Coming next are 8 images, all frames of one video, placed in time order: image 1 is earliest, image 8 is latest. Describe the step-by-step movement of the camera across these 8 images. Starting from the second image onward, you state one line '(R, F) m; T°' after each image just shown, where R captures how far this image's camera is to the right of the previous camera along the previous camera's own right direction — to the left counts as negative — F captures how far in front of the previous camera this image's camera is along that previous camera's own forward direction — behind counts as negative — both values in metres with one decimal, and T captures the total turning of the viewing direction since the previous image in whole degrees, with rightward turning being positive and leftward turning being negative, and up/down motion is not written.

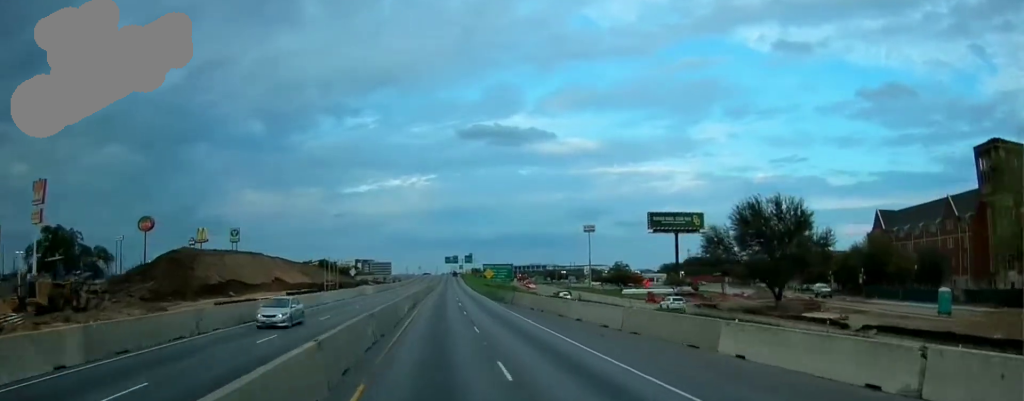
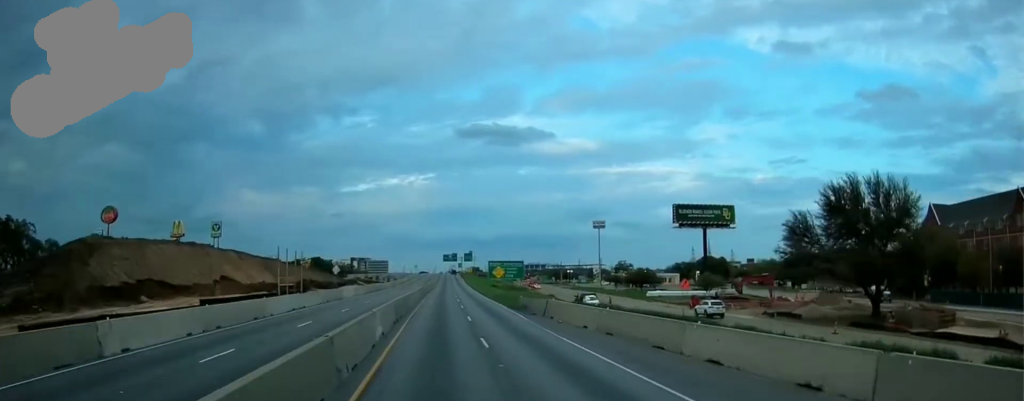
(+0.1, +16.6) m; 0°
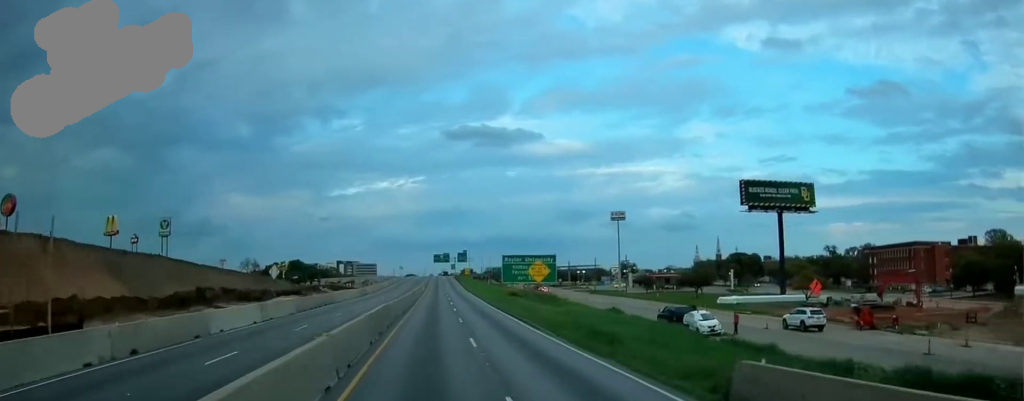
(+0.1, +35.0) m; +1°
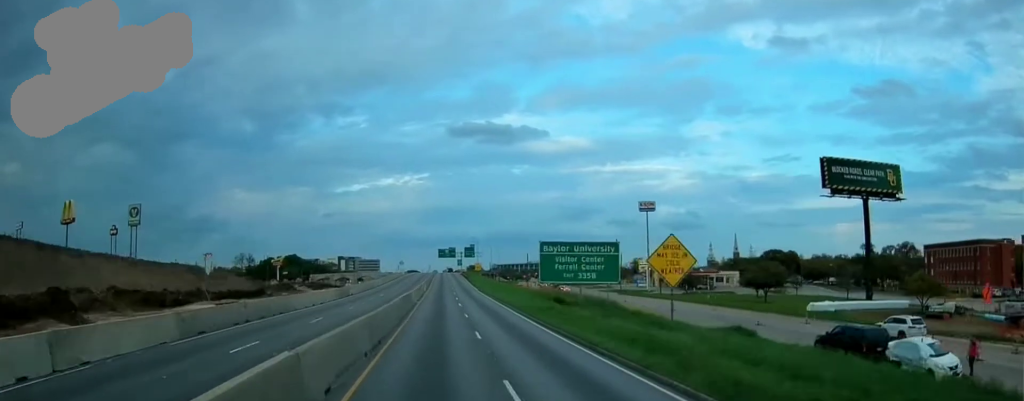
(+0.4, +23.0) m; 0°
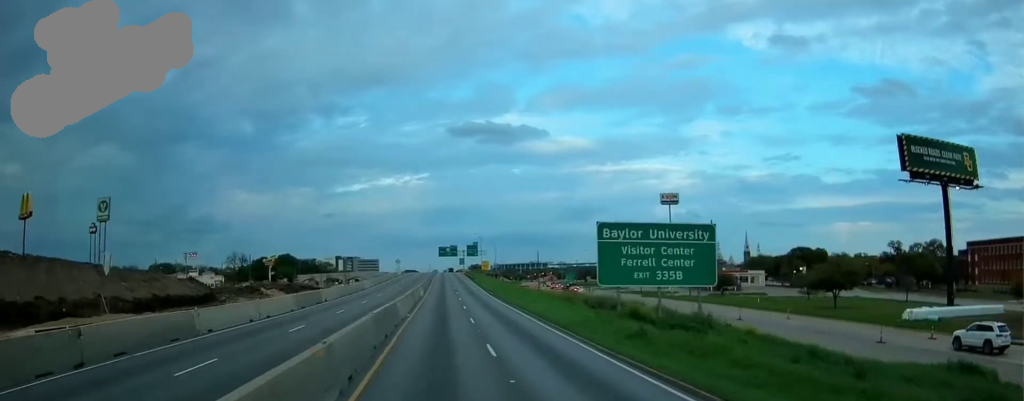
(+0.3, +16.6) m; -1°
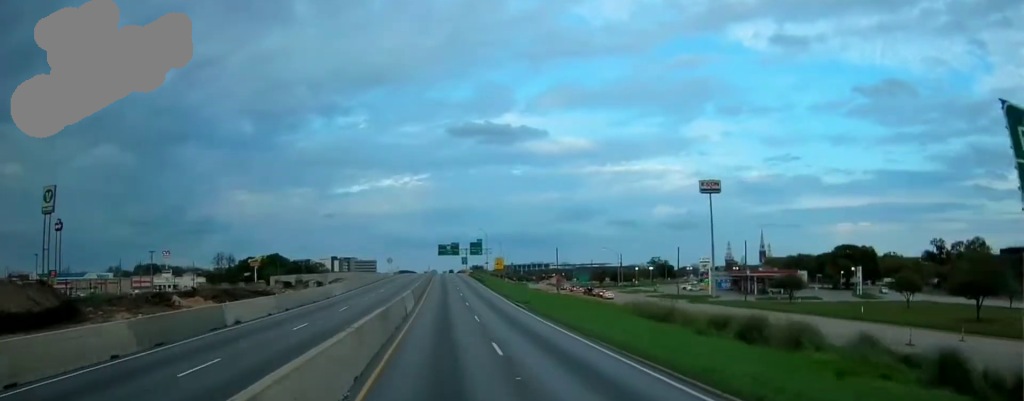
(-1.0, +23.1) m; -1°
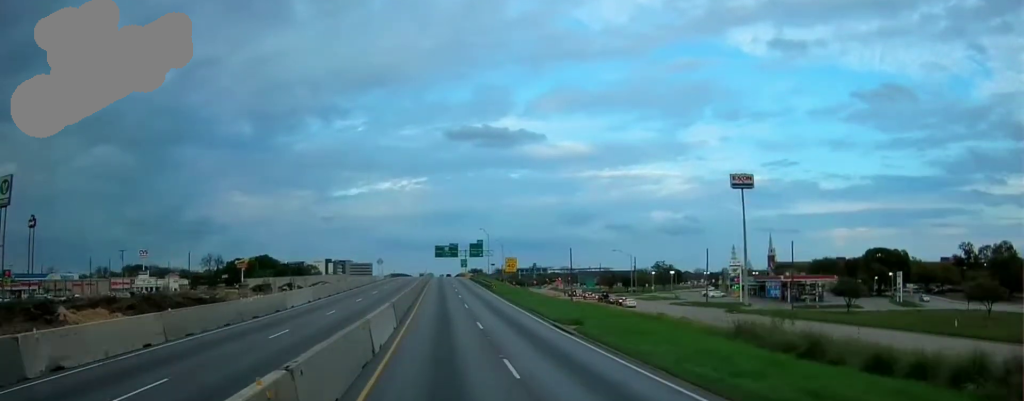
(+0.2, +15.8) m; +1°
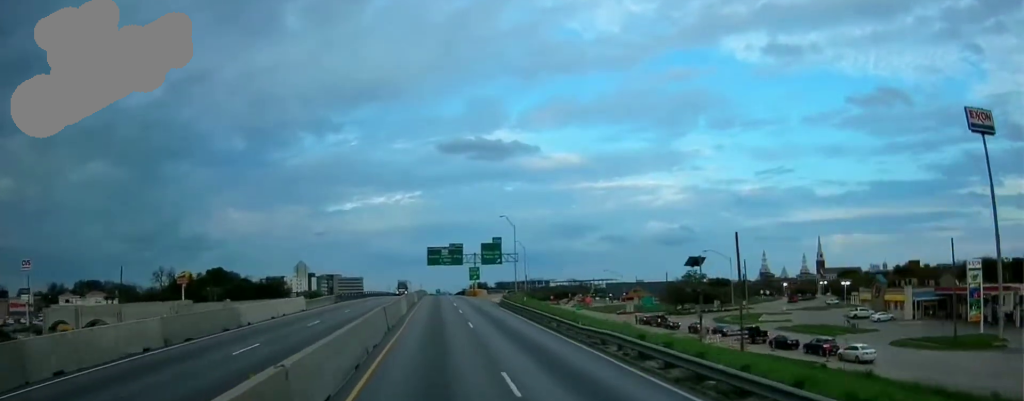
(+1.0, +63.5) m; +1°
